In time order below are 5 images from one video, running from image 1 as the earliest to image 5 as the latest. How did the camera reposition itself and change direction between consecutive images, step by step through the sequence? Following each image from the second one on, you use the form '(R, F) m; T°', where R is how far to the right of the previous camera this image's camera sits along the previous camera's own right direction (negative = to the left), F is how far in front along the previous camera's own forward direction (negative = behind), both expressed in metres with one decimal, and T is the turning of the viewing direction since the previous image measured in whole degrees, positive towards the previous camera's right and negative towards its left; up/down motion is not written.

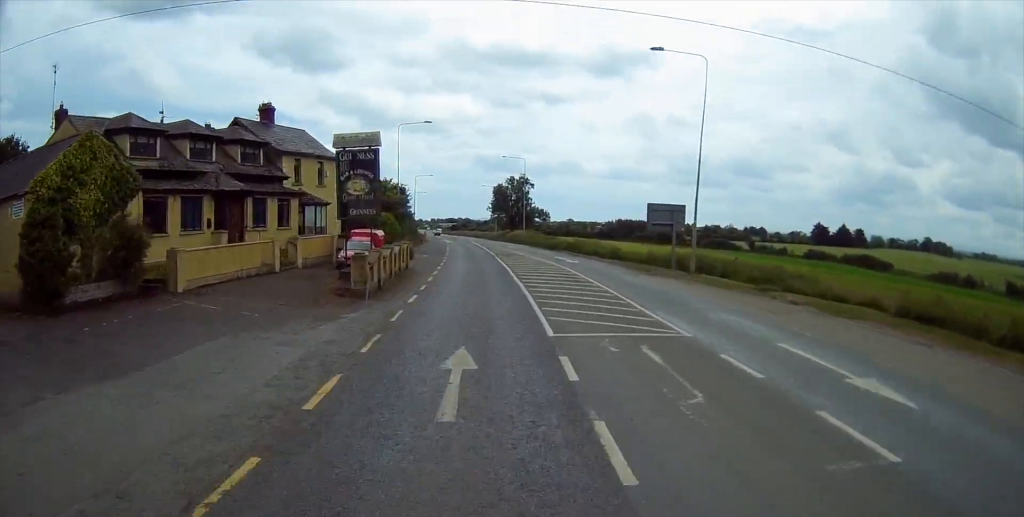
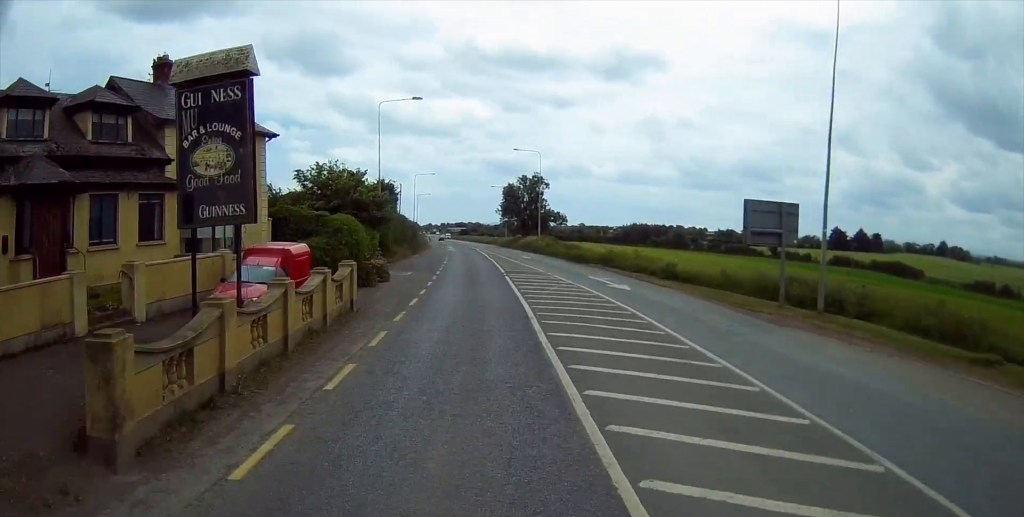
(0.0, +14.1) m; -1°
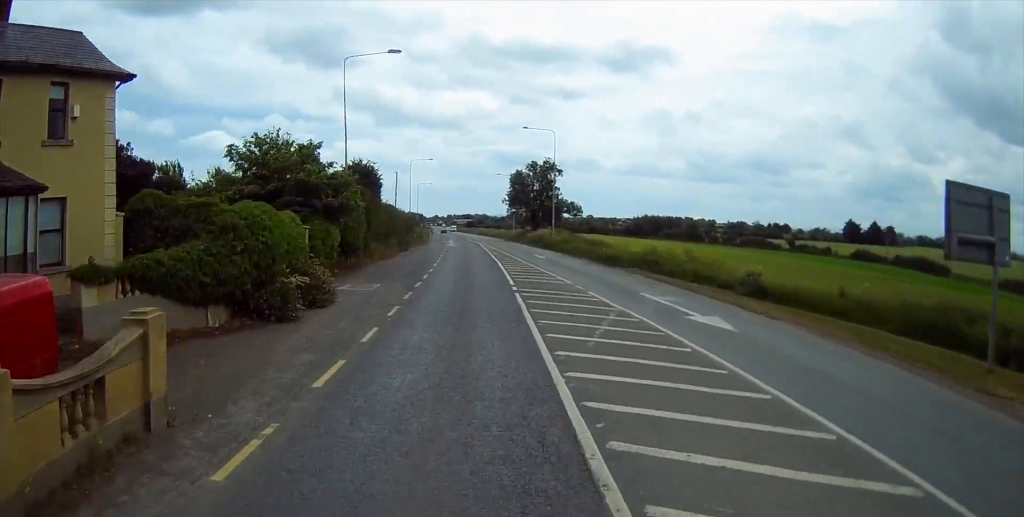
(0.0, +11.9) m; 0°
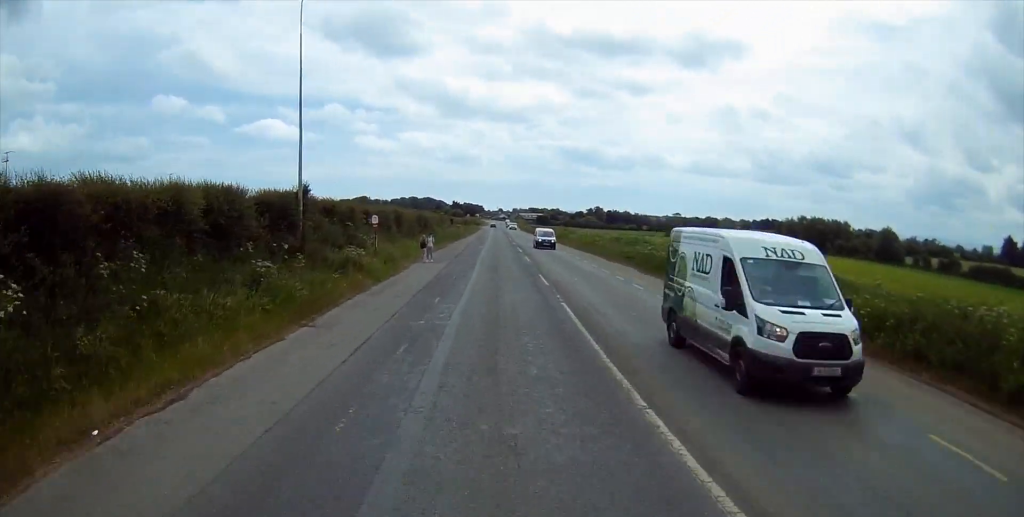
(-10.5, +125.9) m; -6°
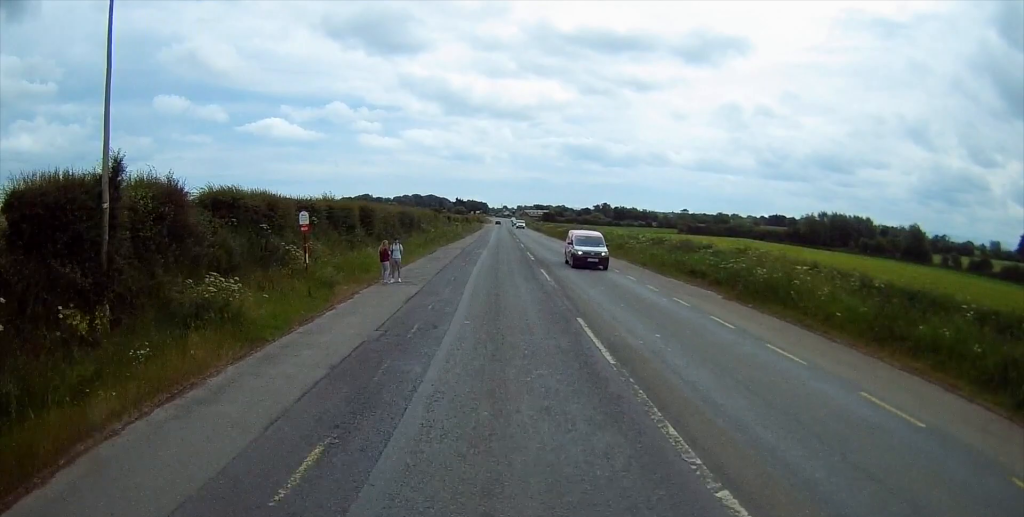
(0.0, +14.2) m; 0°
